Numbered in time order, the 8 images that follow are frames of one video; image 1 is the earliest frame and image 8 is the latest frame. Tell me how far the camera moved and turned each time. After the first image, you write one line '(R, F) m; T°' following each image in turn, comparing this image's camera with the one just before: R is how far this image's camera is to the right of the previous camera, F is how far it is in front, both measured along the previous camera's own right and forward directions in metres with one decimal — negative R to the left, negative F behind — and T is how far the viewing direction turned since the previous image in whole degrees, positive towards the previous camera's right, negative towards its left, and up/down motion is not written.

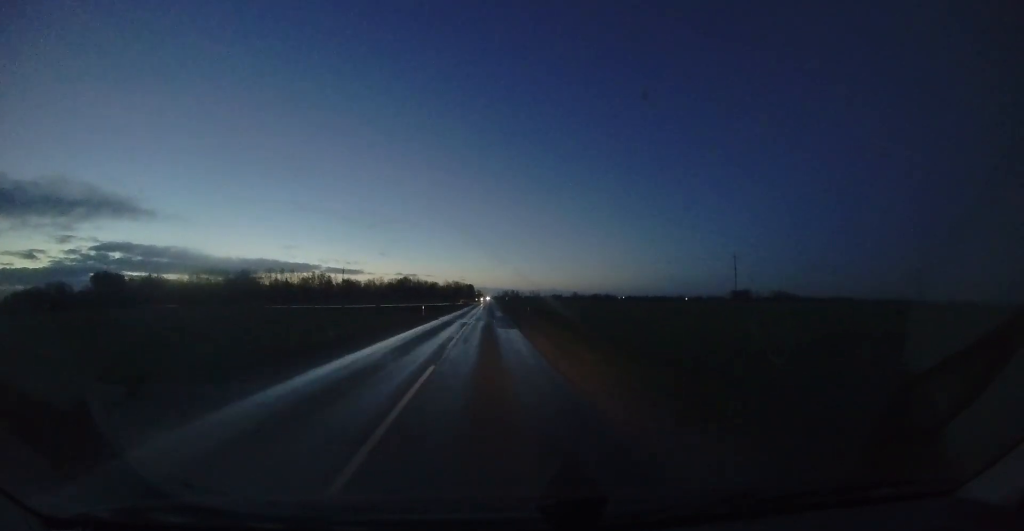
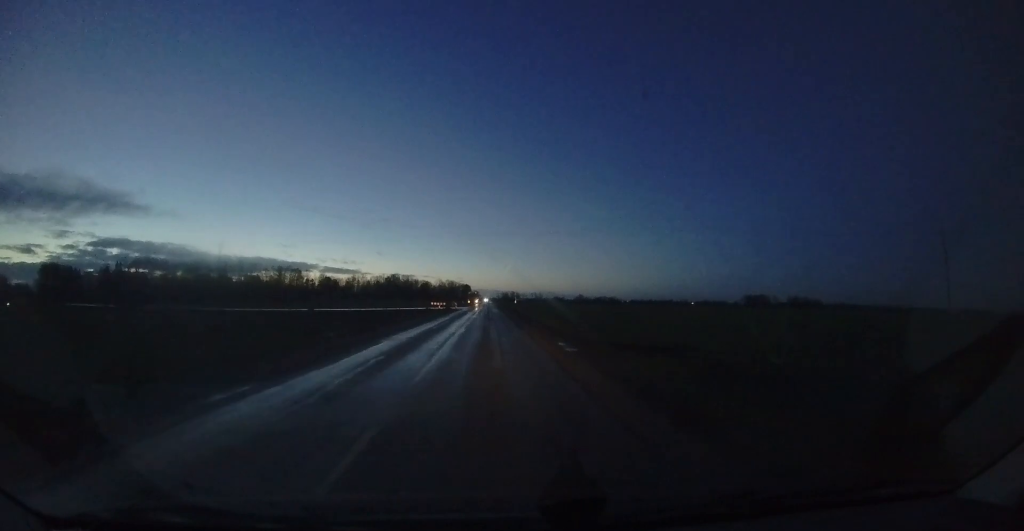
(+0.4, +39.3) m; +1°
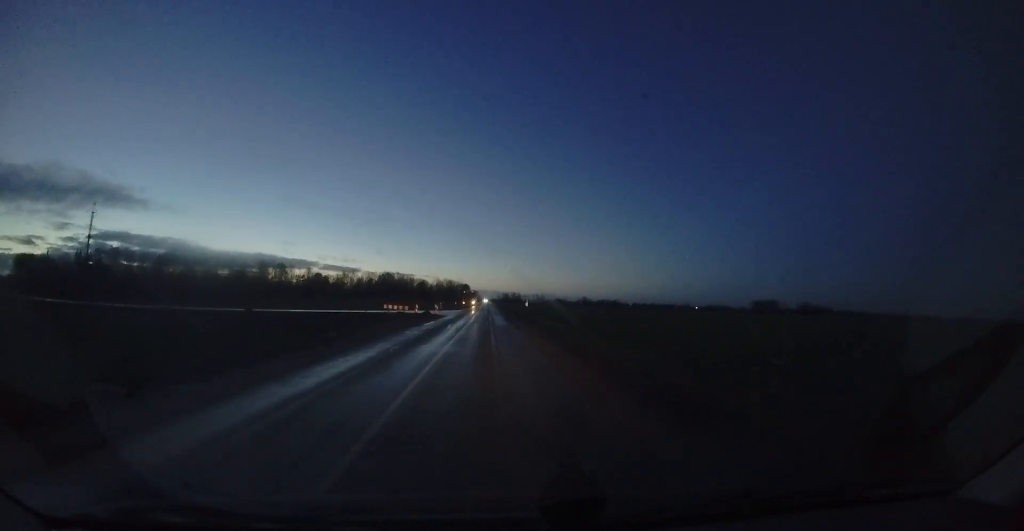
(-0.2, +18.8) m; 0°
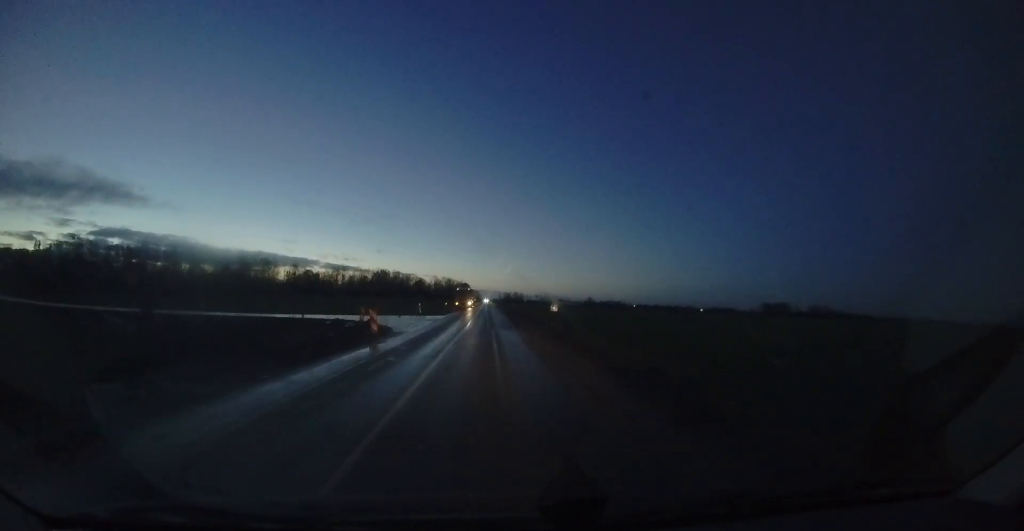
(+0.2, +18.0) m; 0°
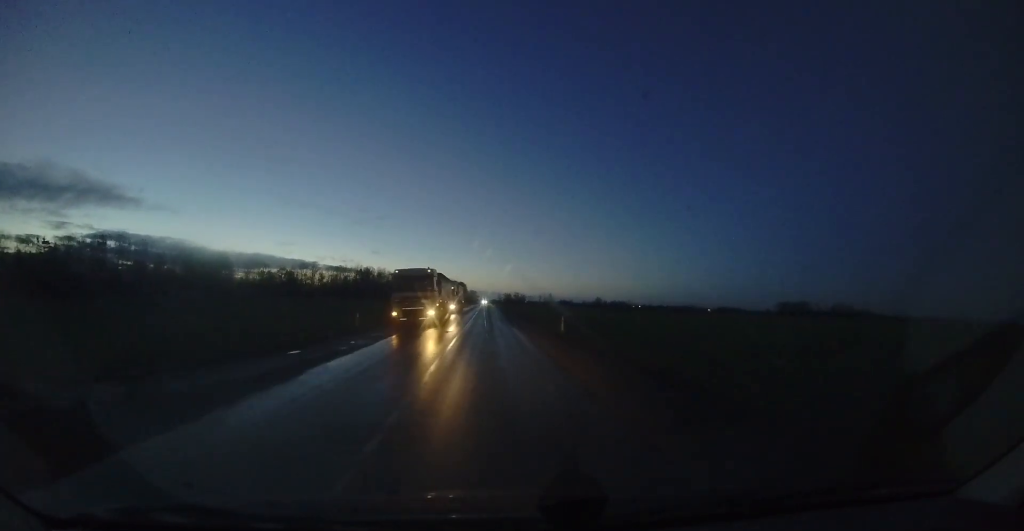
(-0.2, +36.9) m; 0°
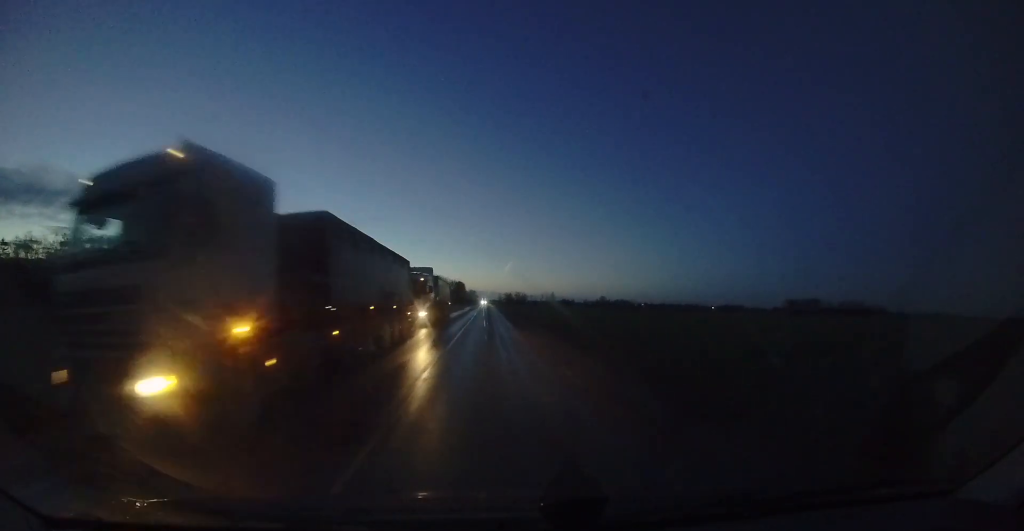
(+0.3, +16.4) m; 0°
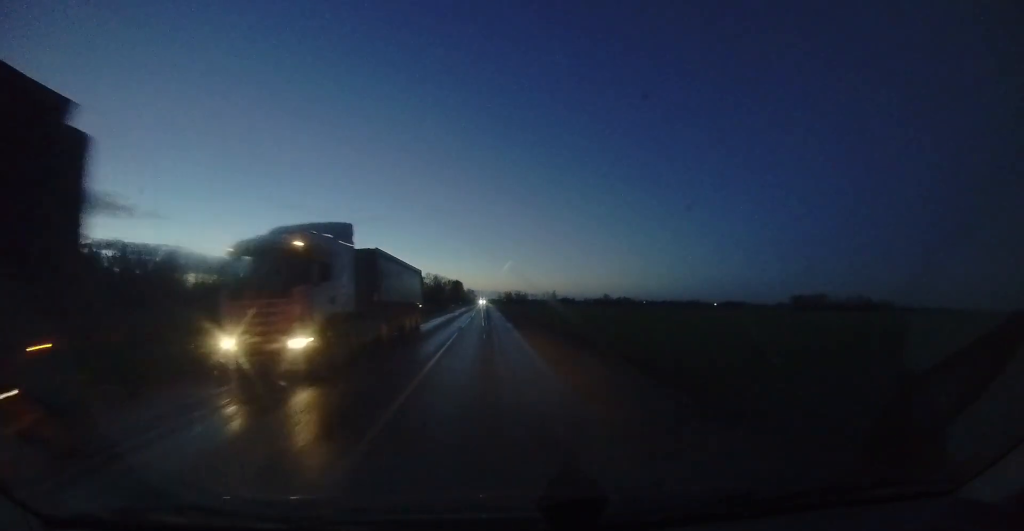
(-0.1, +13.1) m; 0°
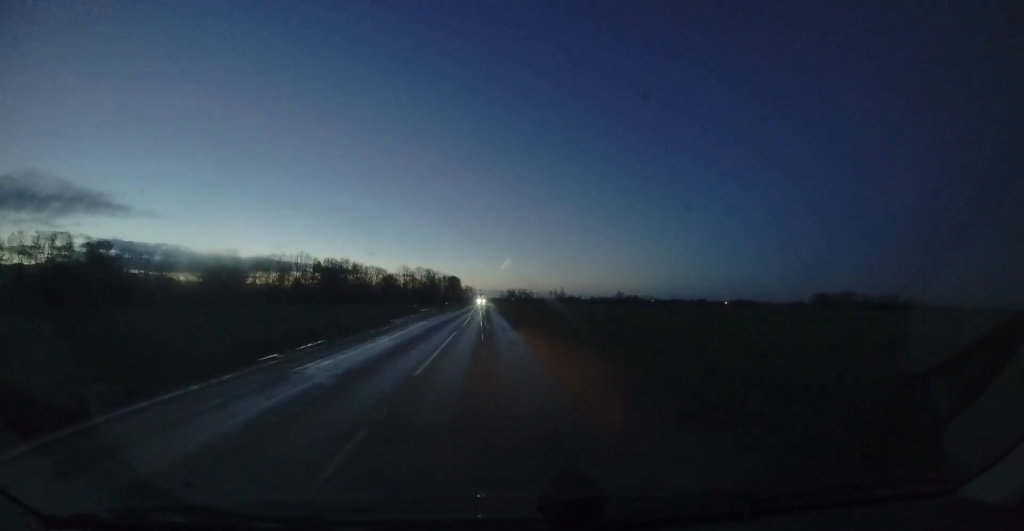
(0.0, +35.3) m; +1°
